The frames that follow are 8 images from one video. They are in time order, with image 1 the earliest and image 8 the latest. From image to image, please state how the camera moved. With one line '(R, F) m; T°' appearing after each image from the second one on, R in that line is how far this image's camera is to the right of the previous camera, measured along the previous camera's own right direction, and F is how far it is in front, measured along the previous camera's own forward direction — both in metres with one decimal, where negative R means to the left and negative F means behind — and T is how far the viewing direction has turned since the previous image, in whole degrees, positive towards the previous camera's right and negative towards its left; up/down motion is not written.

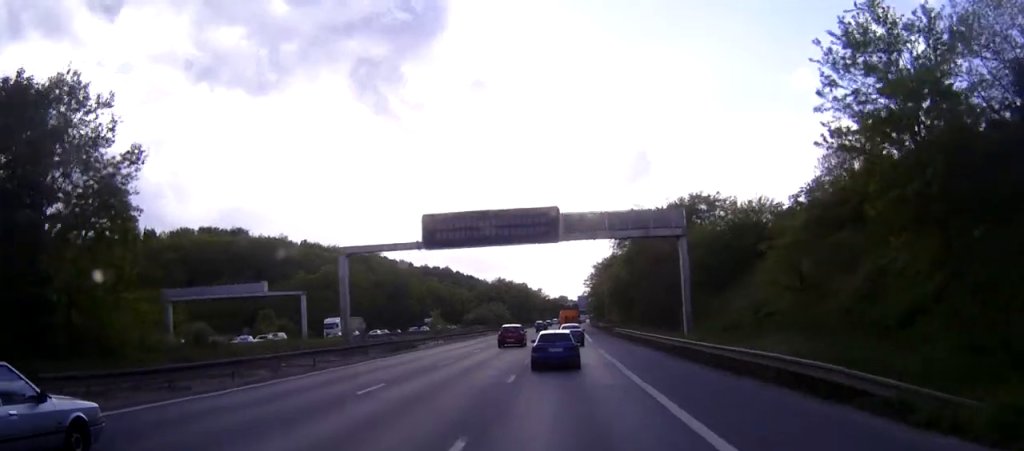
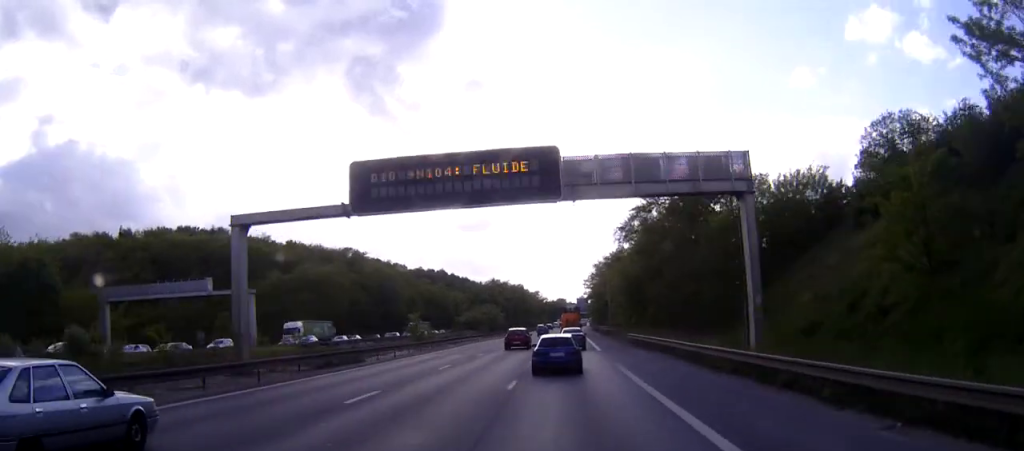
(+0.1, +14.1) m; +1°
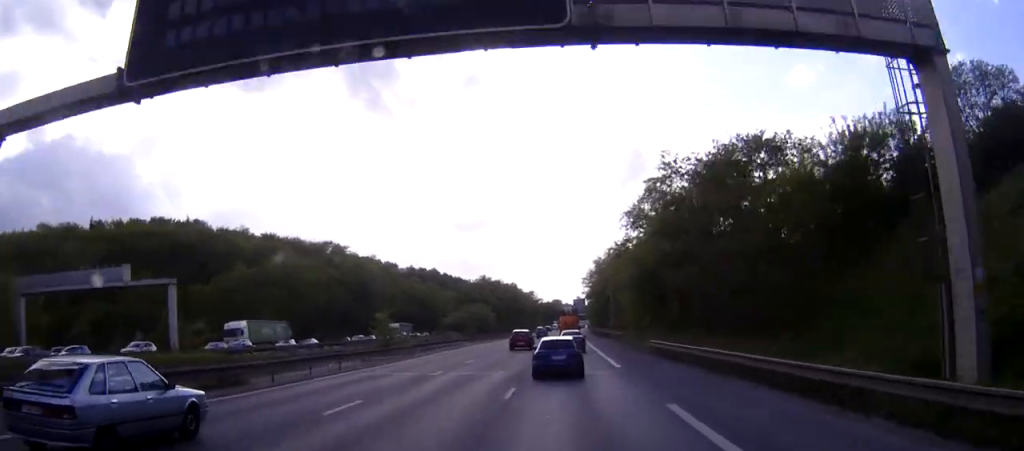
(+0.1, +14.8) m; +1°
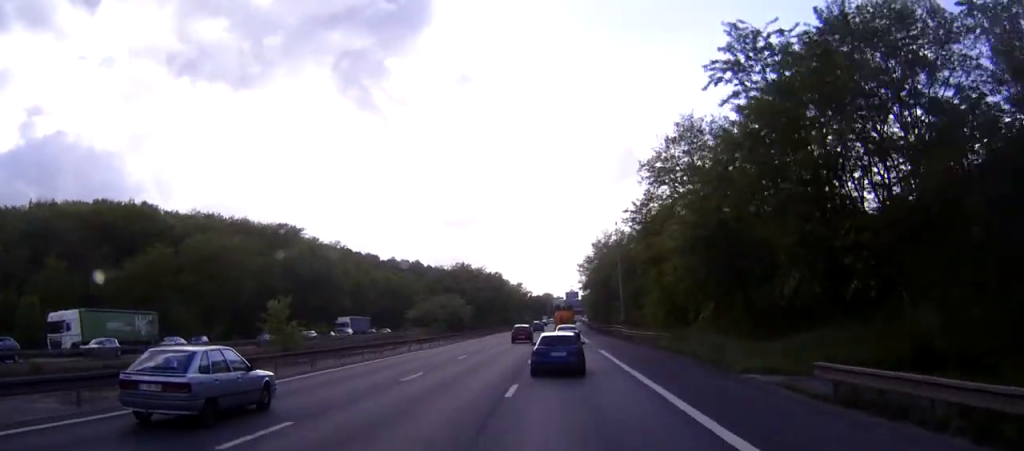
(+0.3, +27.3) m; 0°
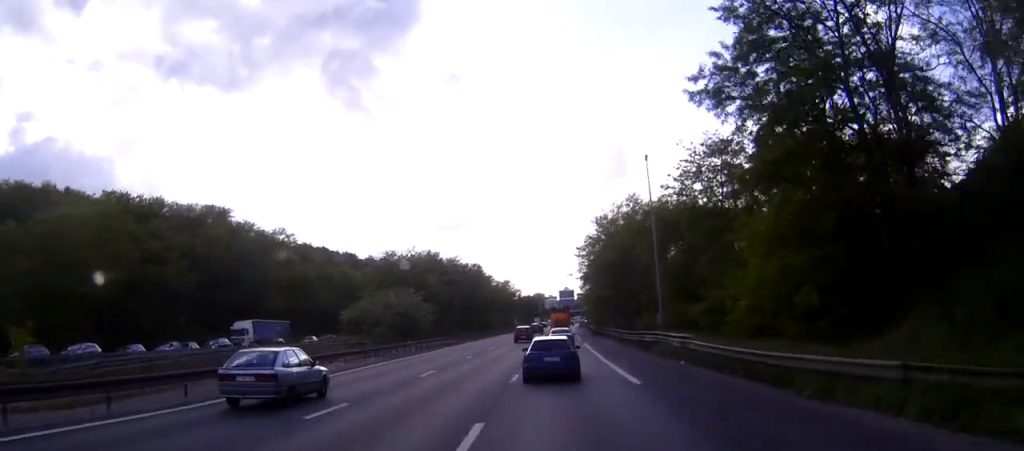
(0.0, +34.4) m; 0°
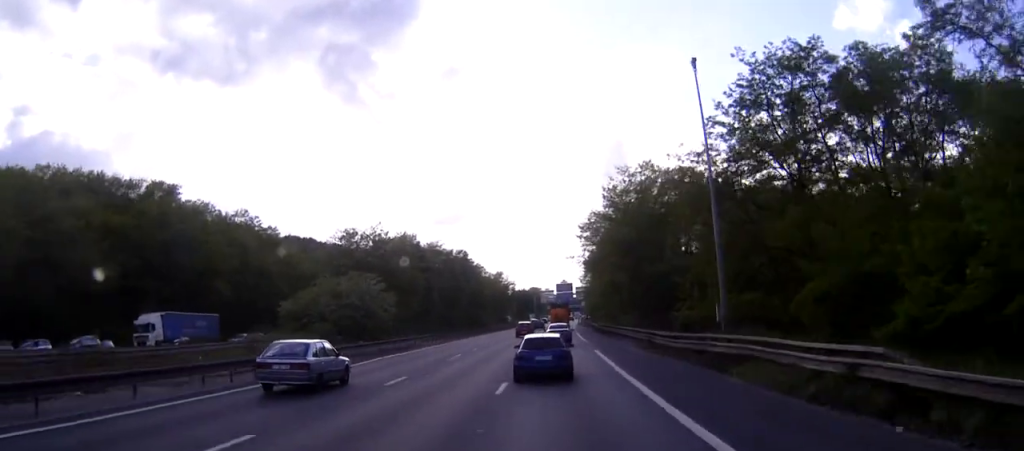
(0.0, +18.7) m; 0°
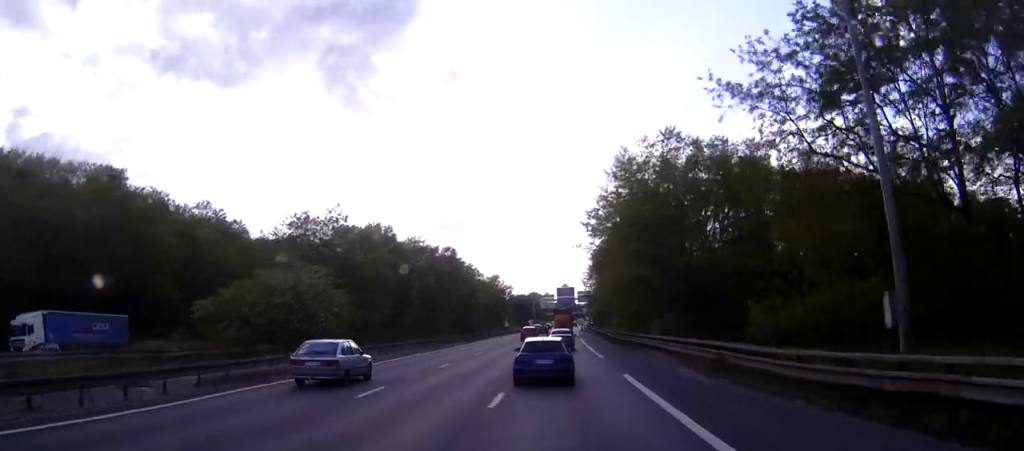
(-0.1, +16.3) m; 0°
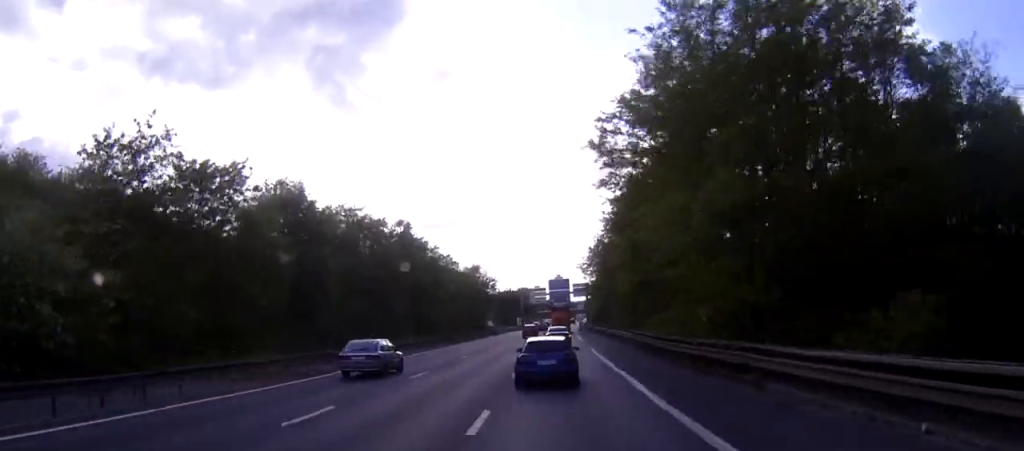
(+0.6, +31.1) m; +1°
